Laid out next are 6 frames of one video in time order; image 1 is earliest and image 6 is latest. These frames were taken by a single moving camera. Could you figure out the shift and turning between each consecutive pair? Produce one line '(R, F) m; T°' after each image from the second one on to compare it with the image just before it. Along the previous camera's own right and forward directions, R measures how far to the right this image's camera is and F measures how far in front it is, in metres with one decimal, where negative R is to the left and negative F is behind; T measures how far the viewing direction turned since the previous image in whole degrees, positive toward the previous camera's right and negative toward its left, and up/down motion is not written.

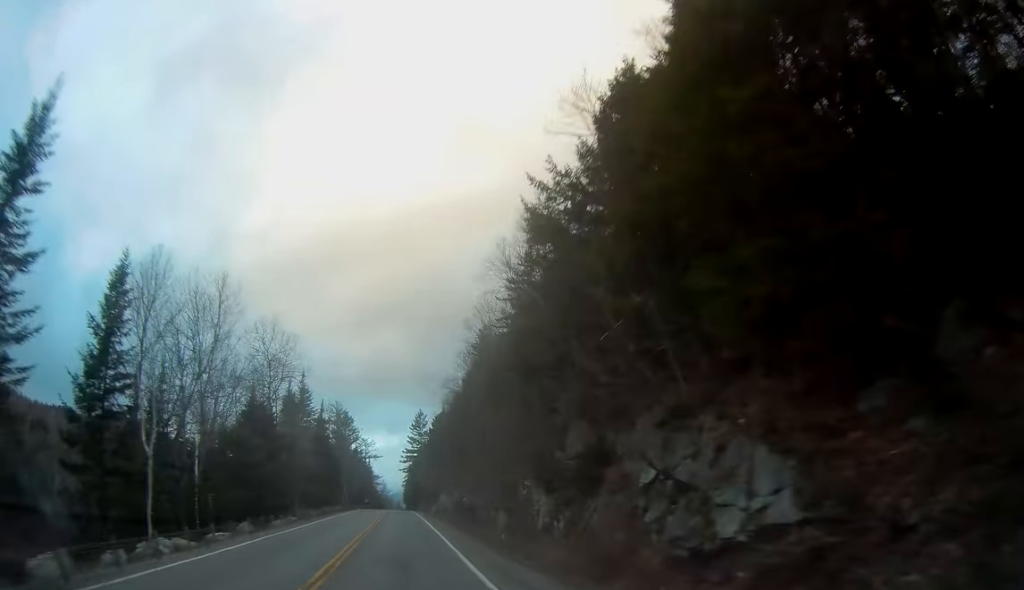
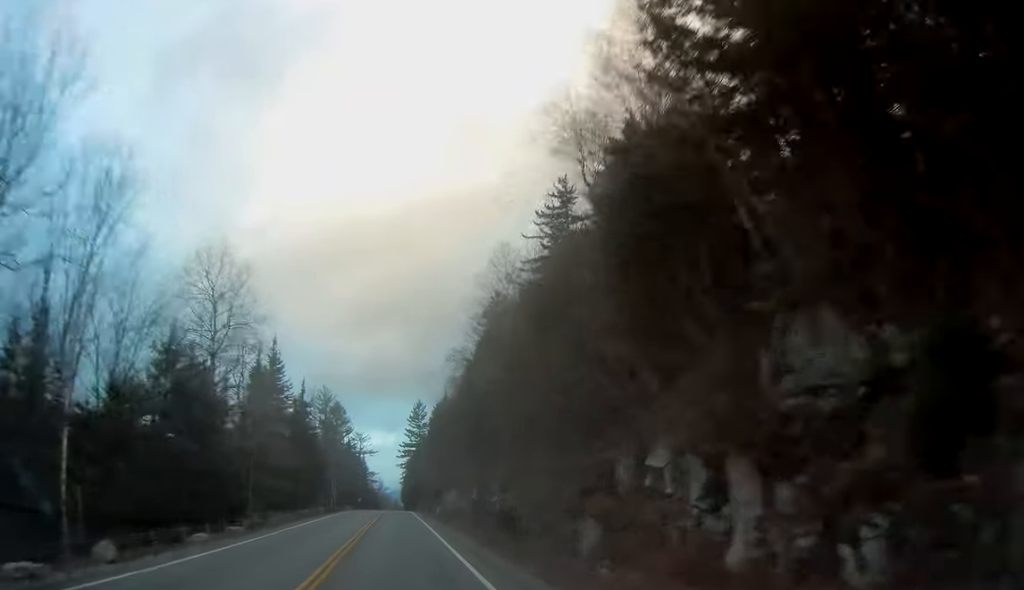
(-0.1, +14.8) m; 0°
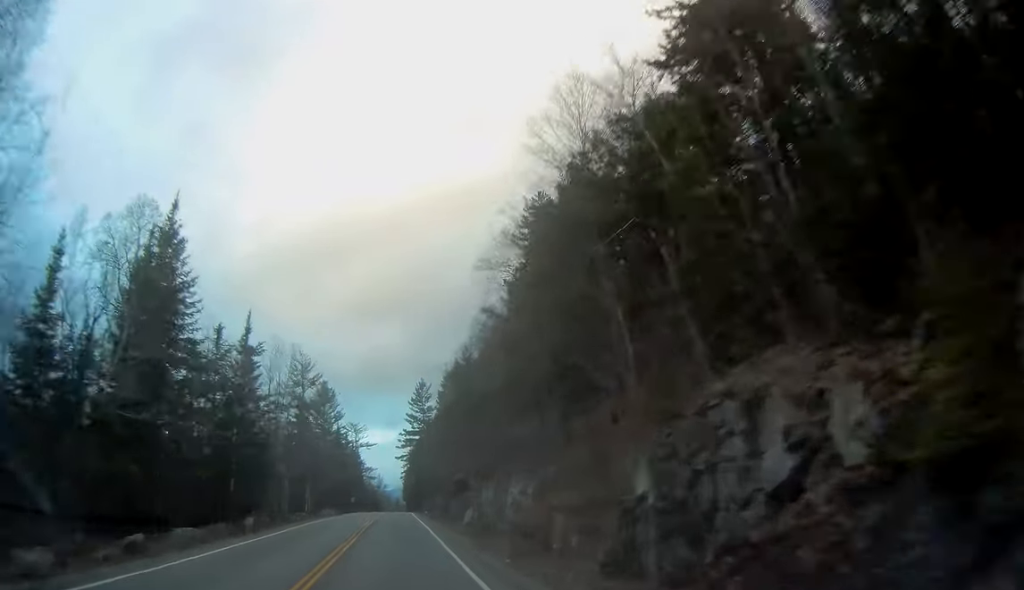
(0.0, +26.8) m; 0°
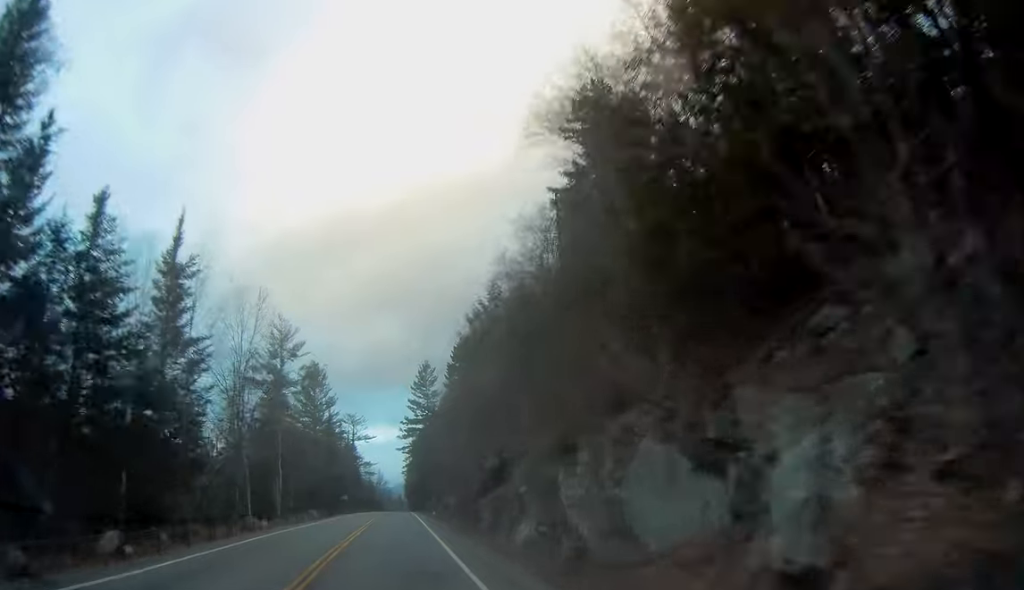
(0.0, +16.5) m; 0°
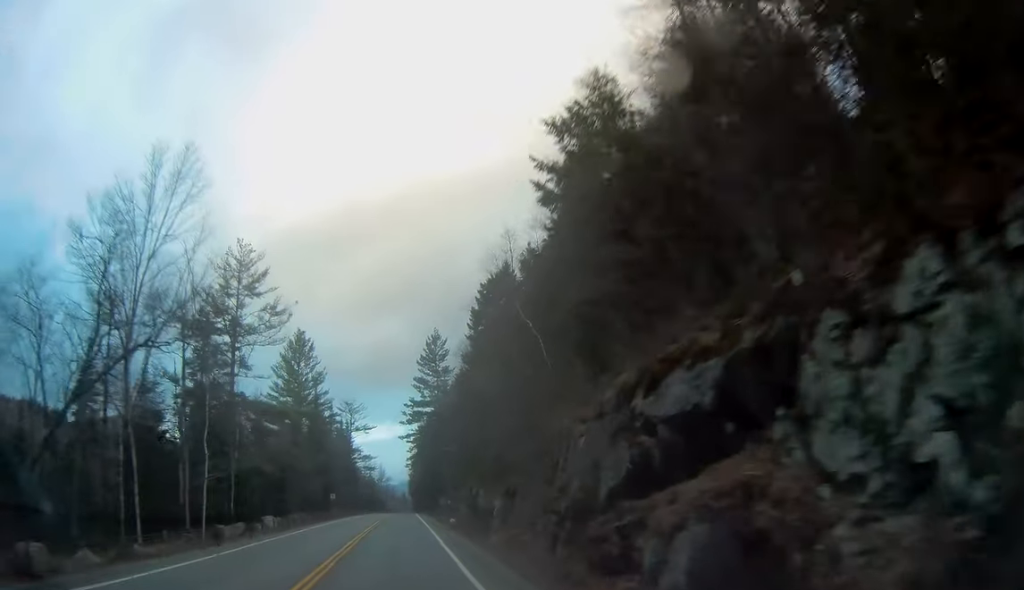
(0.0, +21.6) m; 0°
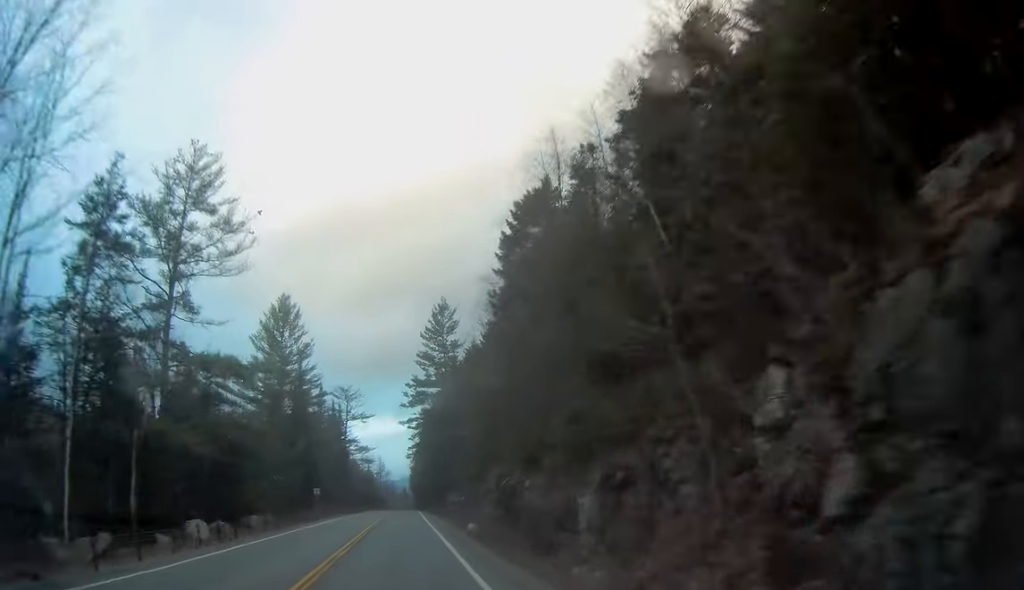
(0.0, +14.7) m; 0°
